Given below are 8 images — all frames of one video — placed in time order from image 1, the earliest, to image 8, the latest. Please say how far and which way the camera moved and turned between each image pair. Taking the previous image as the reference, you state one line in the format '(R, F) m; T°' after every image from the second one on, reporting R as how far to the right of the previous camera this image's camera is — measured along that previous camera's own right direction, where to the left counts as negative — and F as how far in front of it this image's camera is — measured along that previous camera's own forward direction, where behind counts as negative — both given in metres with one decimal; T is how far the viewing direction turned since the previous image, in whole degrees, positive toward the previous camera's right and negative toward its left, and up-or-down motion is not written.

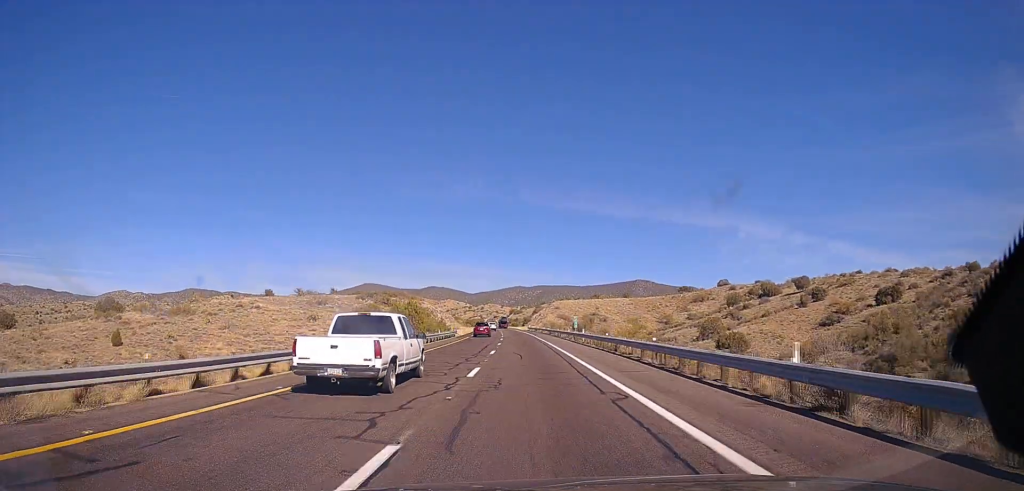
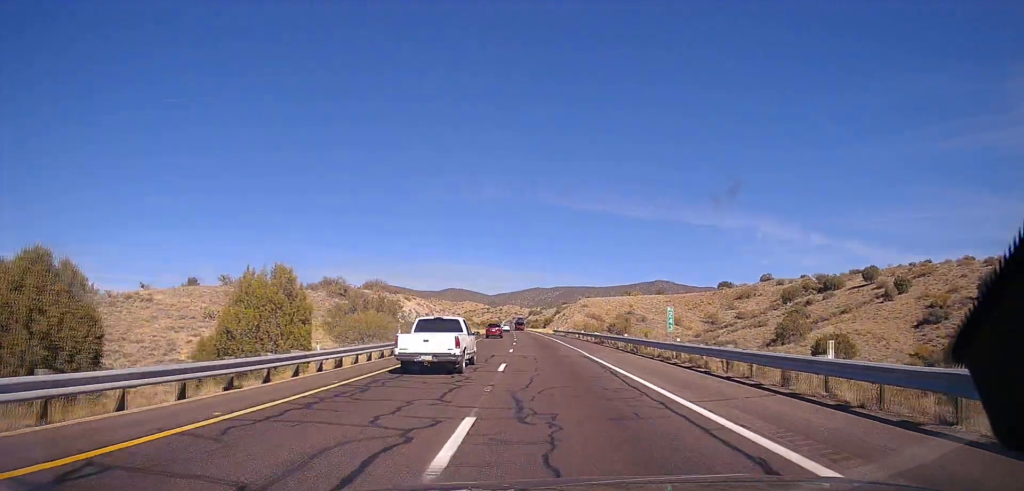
(-1.2, +34.7) m; -2°
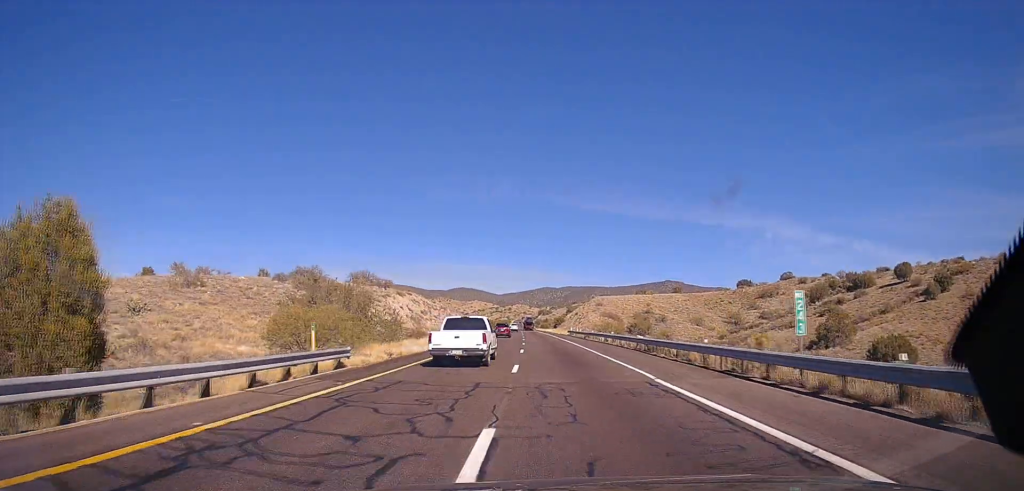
(+0.1, +13.4) m; 0°
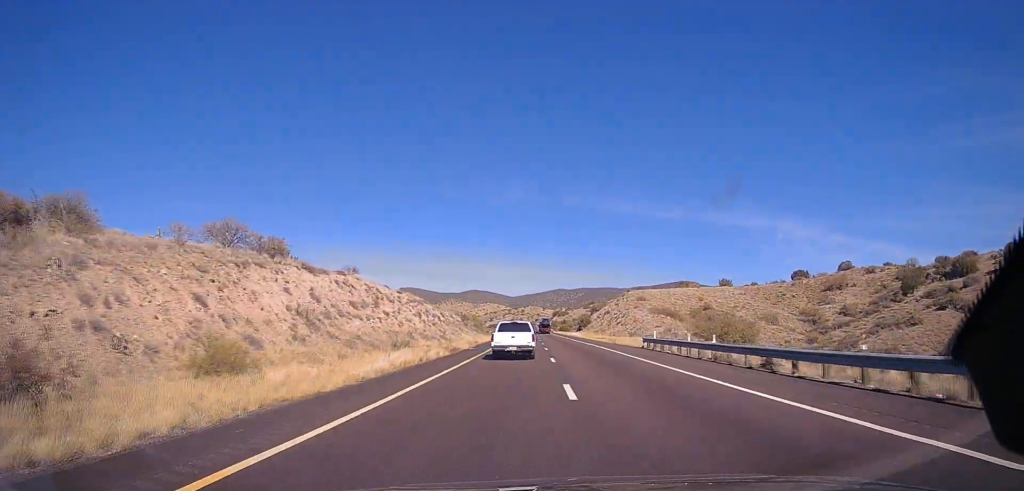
(-0.5, +43.0) m; -3°
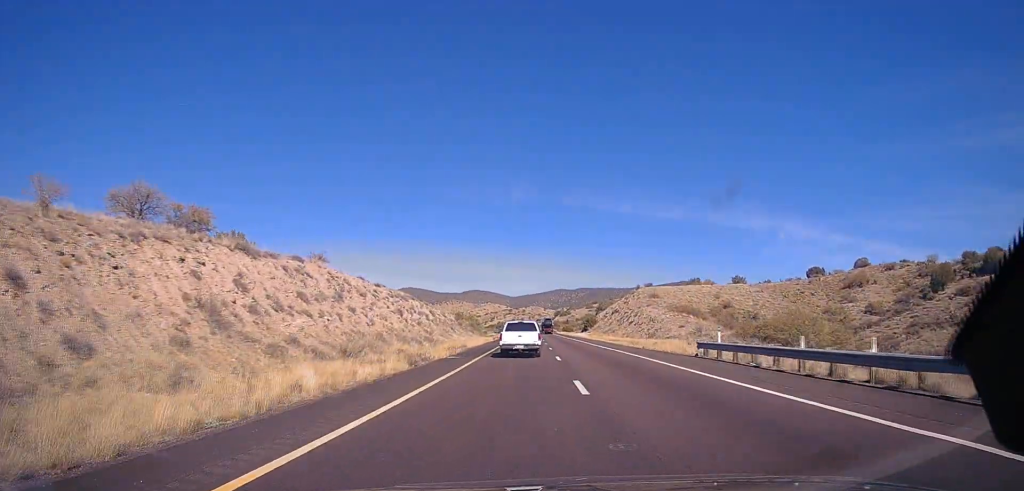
(-0.2, +11.5) m; -1°
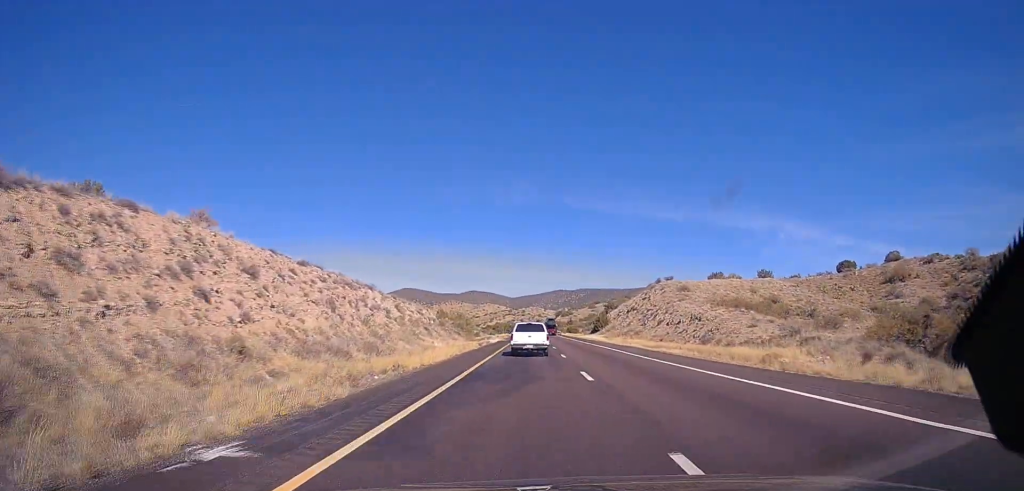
(-0.3, +21.0) m; -1°
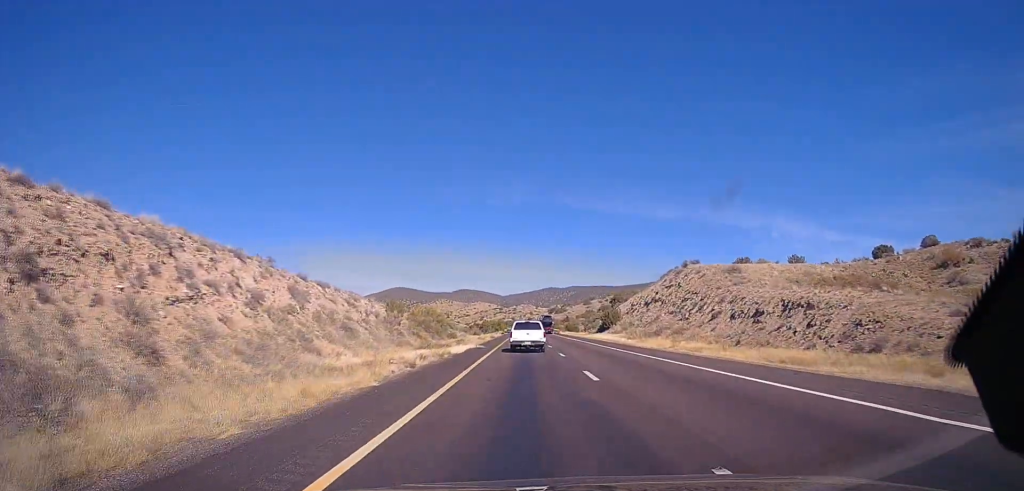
(-0.2, +25.0) m; 0°
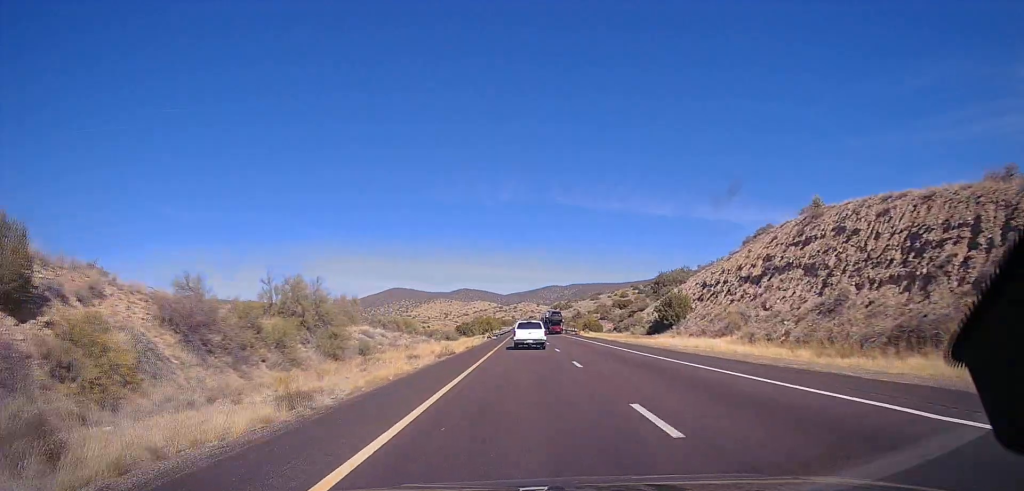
(+1.2, +44.3) m; +2°
